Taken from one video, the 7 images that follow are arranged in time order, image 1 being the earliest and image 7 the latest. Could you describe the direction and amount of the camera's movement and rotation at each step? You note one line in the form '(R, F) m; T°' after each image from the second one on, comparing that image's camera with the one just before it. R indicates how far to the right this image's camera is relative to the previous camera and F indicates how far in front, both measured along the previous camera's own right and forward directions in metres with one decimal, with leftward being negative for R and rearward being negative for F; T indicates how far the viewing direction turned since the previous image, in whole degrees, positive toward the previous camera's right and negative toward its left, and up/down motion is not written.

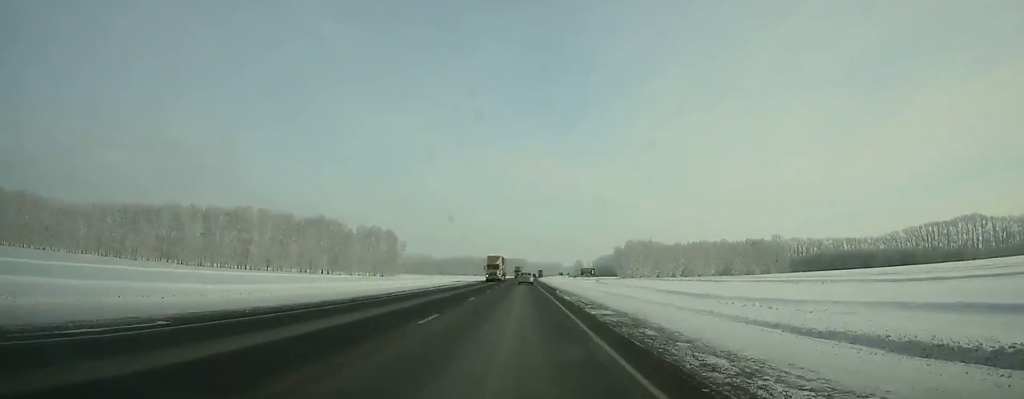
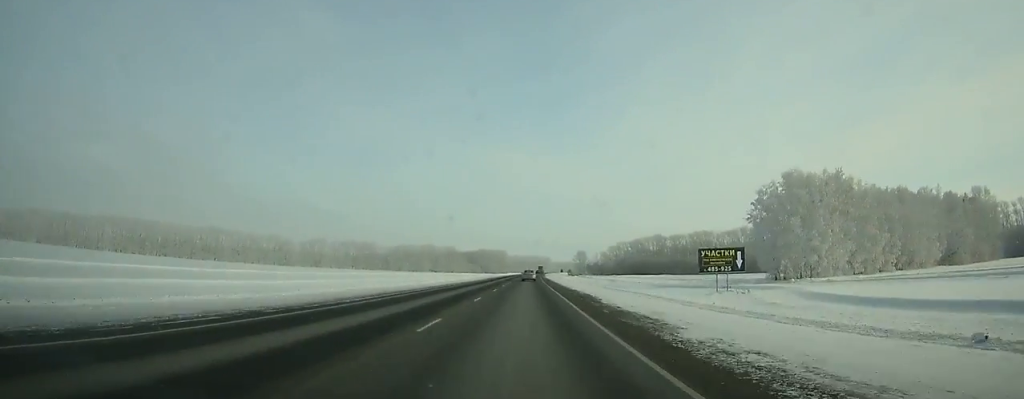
(+2.5, +192.3) m; +2°
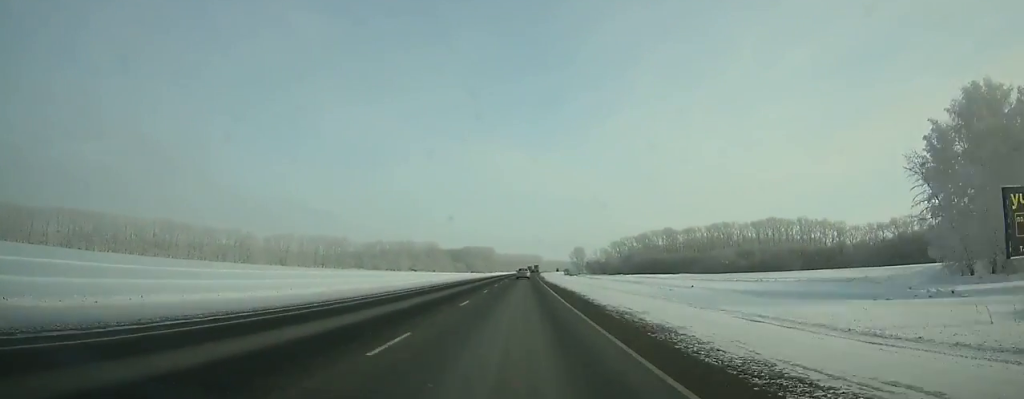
(+0.5, +51.6) m; +1°
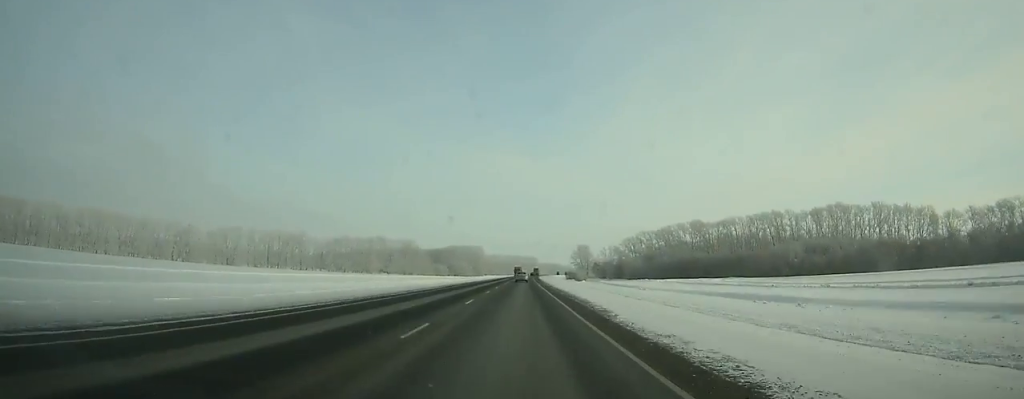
(+0.6, +70.9) m; +1°
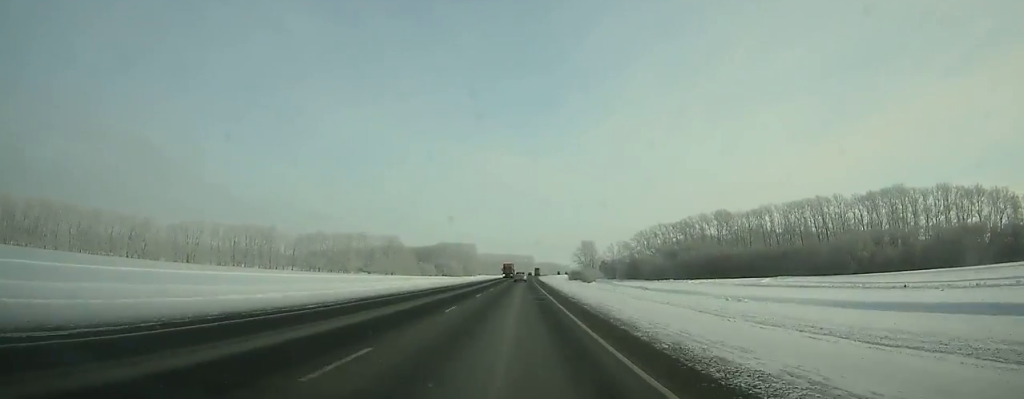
(+0.1, +41.0) m; 0°
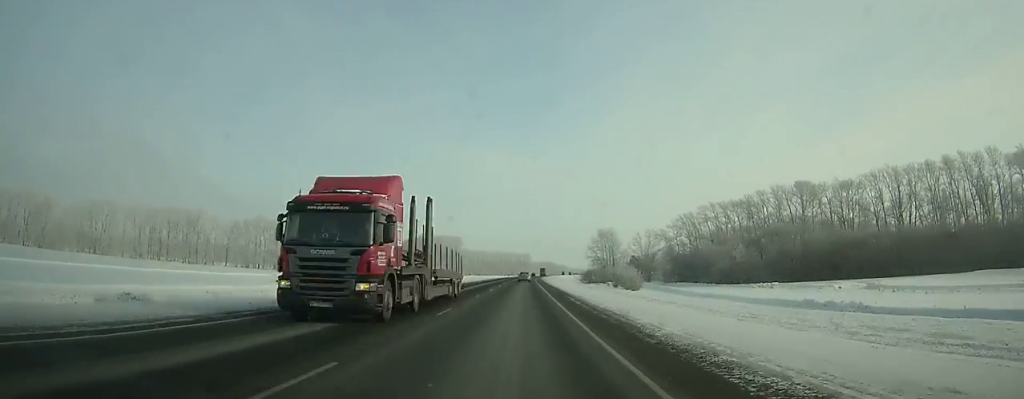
(+0.2, +74.4) m; +1°
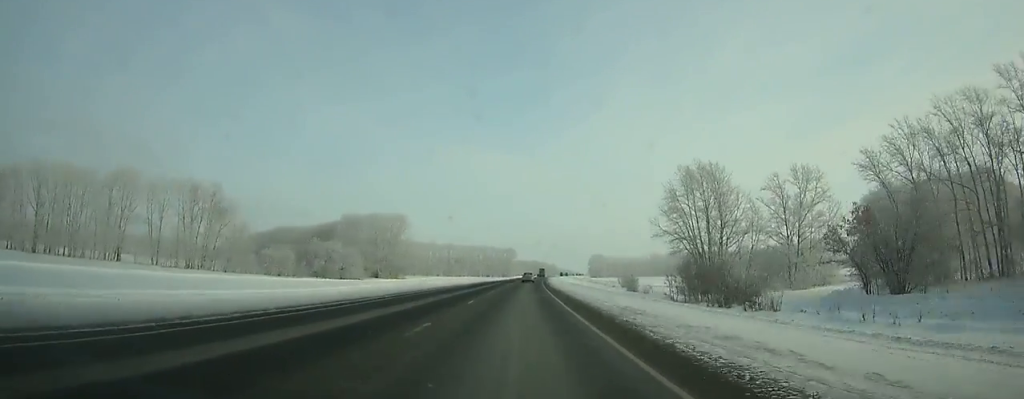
(+1.9, +124.8) m; +2°
